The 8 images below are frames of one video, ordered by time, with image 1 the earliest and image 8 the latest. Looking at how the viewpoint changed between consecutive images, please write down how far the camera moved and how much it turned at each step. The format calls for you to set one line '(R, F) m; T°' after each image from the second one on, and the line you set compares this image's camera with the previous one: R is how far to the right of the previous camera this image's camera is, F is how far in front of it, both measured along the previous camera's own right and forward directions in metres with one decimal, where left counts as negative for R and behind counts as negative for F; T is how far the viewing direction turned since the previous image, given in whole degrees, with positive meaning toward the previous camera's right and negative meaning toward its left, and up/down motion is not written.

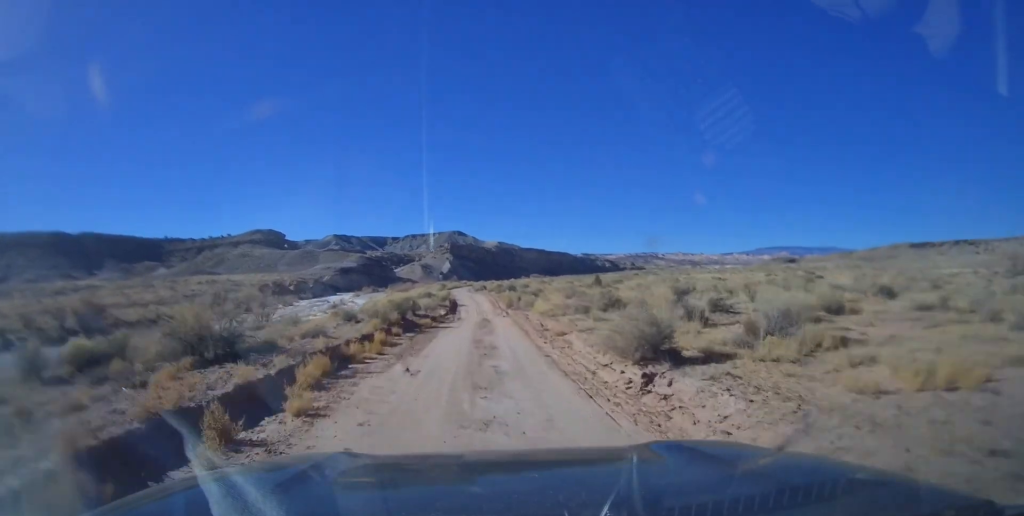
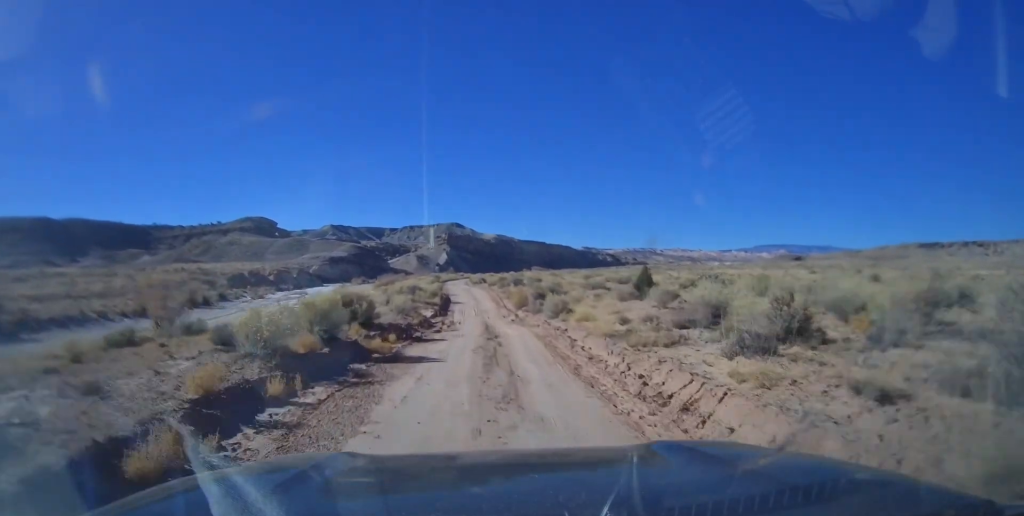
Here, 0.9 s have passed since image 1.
(-0.7, +10.5) m; -5°
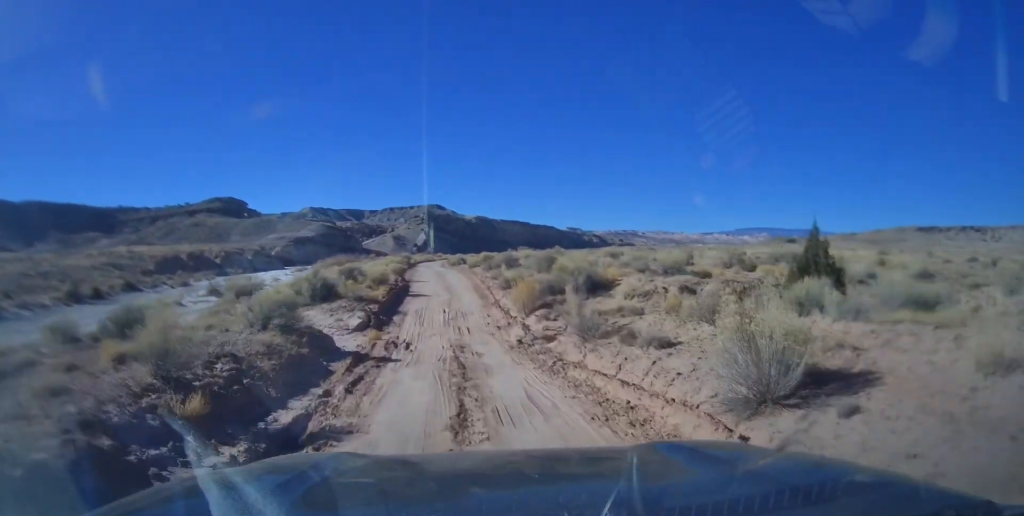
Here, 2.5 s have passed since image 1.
(-0.9, +16.3) m; -1°
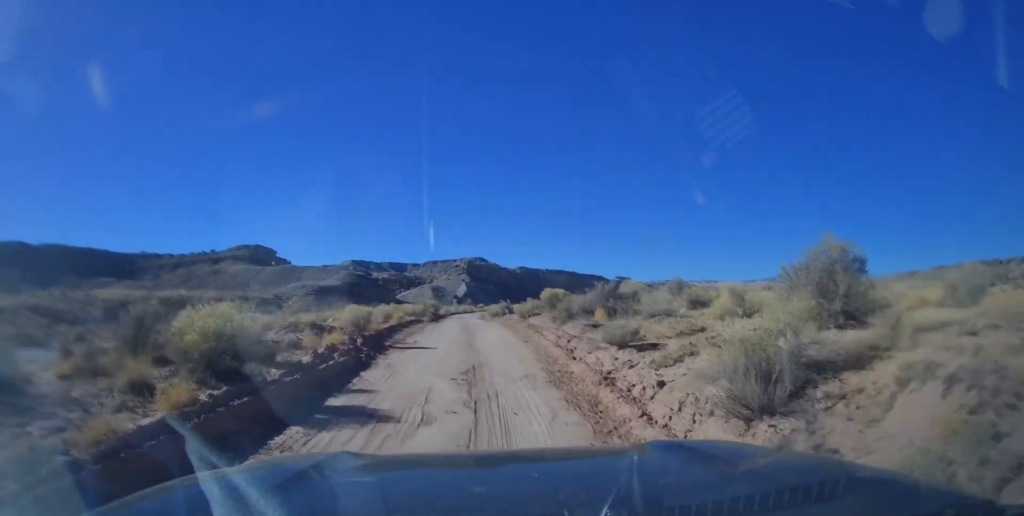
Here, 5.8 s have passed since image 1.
(-0.1, +30.5) m; -4°
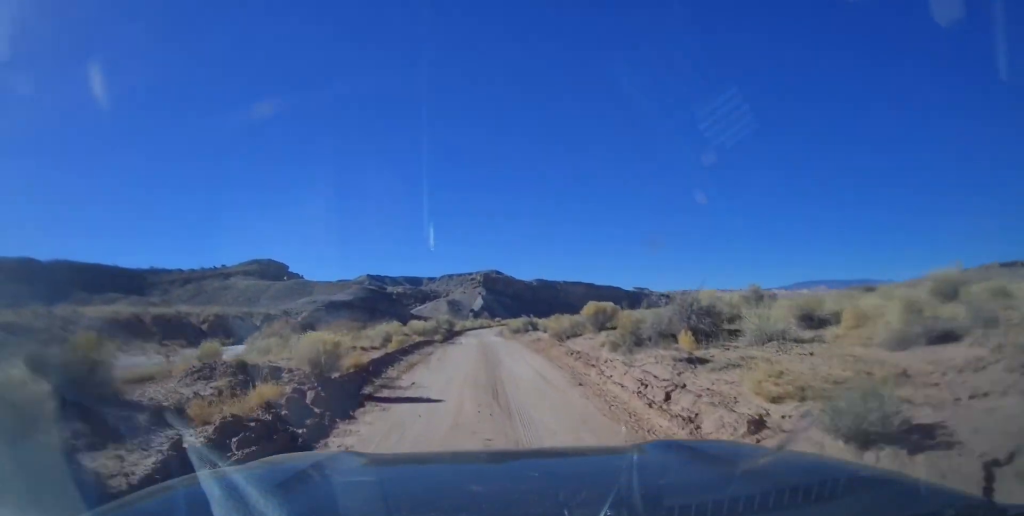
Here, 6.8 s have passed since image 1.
(-0.5, +7.9) m; -3°
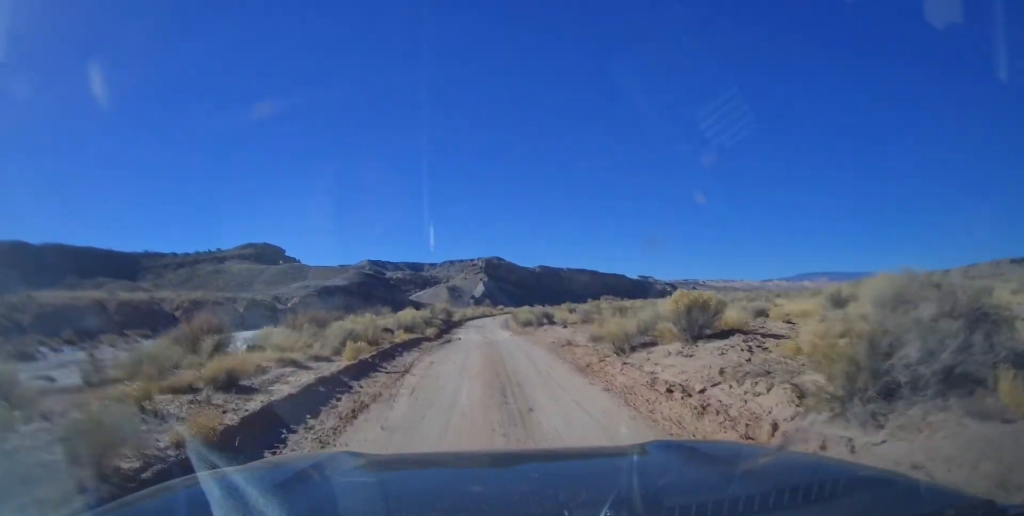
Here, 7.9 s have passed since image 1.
(-0.2, +8.6) m; -1°
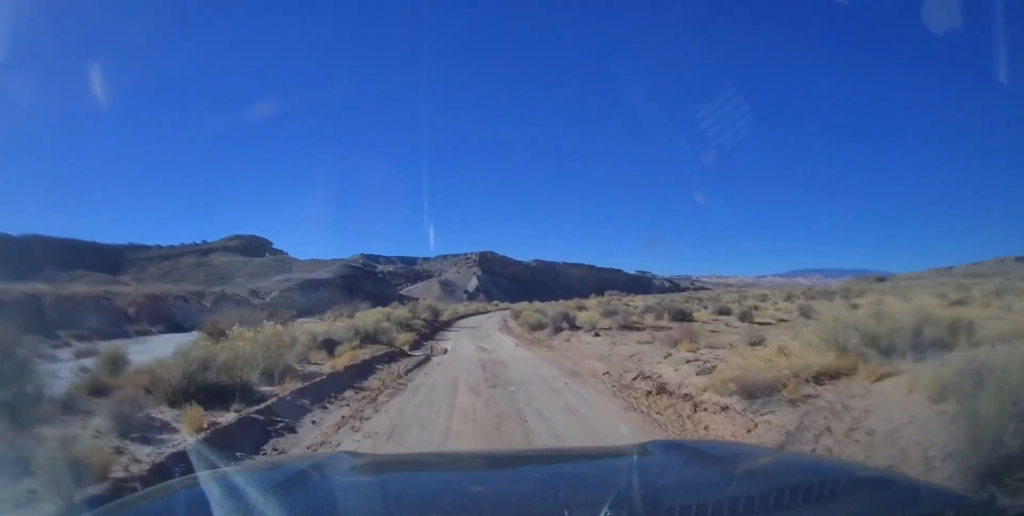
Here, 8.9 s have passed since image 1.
(-0.1, +8.6) m; 0°
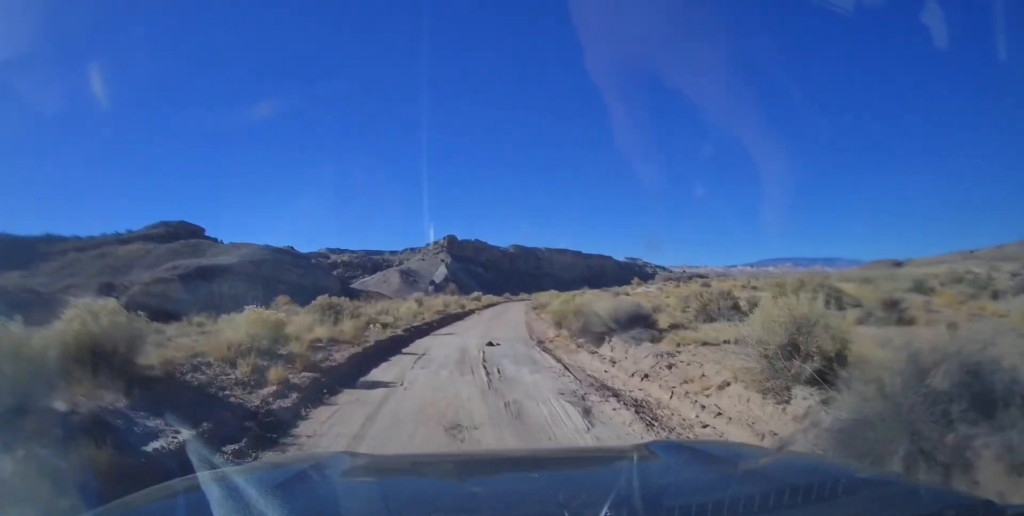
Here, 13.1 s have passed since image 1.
(+0.6, +40.4) m; +2°
